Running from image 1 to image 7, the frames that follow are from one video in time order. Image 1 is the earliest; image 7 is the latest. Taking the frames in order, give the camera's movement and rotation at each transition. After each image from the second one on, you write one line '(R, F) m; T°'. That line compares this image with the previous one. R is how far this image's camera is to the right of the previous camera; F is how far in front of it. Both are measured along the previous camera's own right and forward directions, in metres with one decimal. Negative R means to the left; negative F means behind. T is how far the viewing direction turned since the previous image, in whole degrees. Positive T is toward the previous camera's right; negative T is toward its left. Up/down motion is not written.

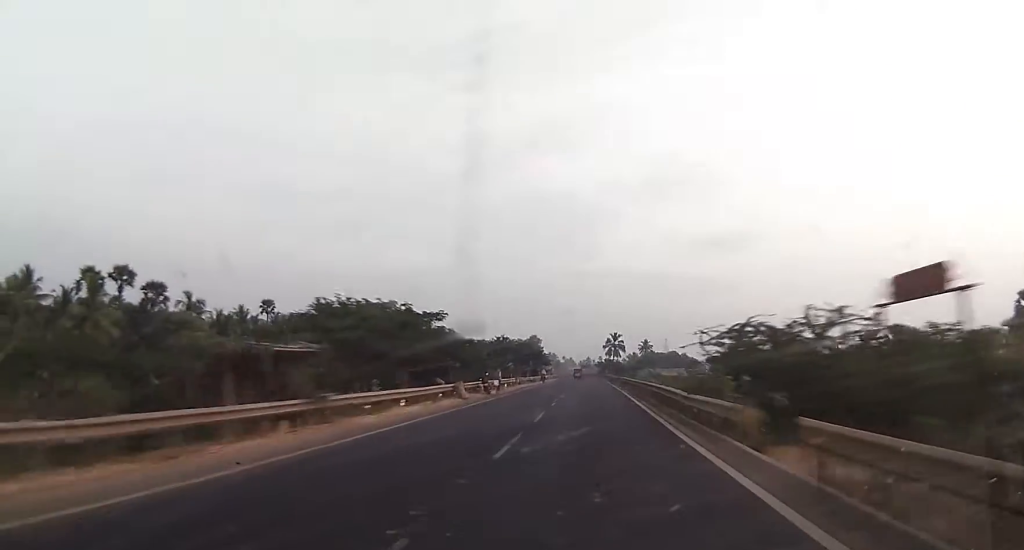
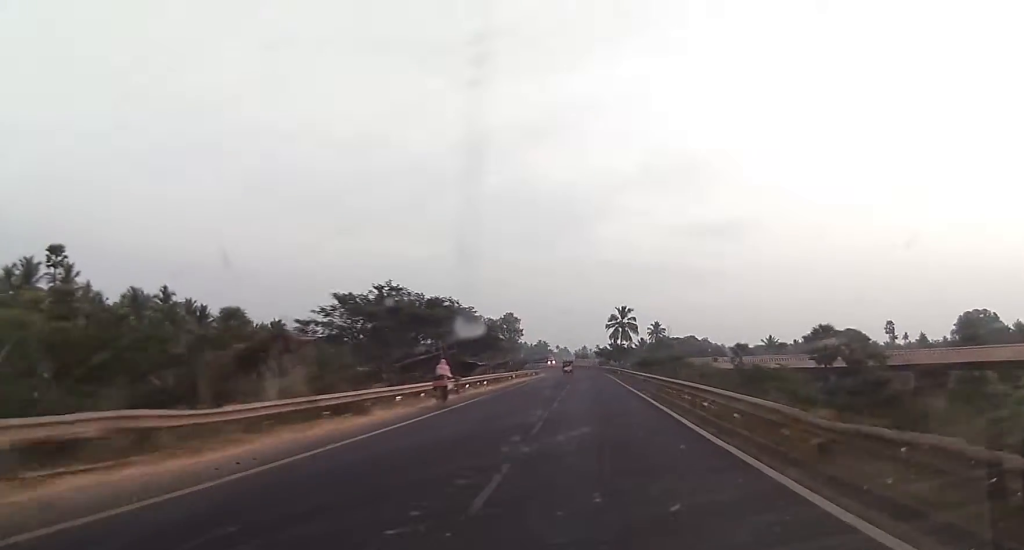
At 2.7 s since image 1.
(-1.0, +67.9) m; -1°
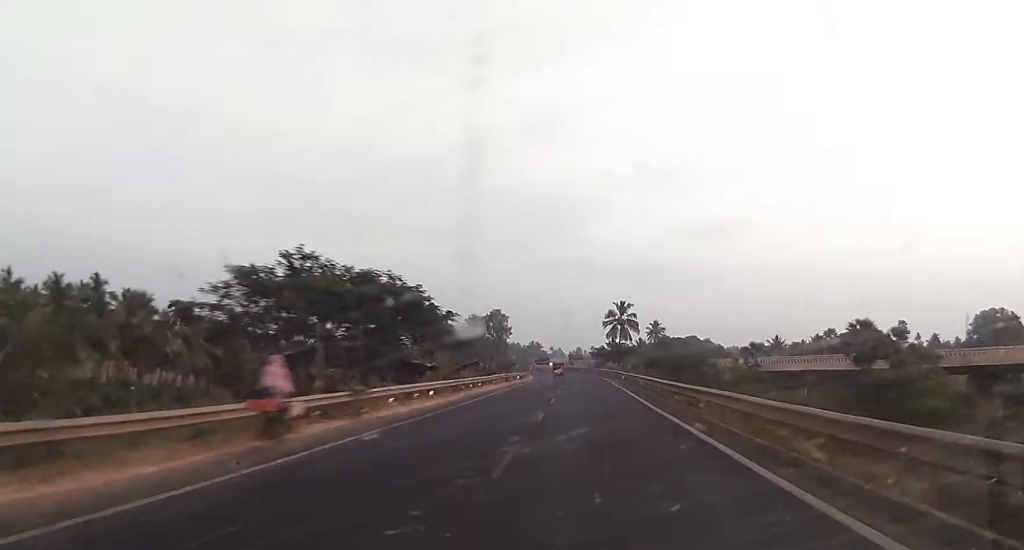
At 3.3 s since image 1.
(0.0, +16.4) m; 0°
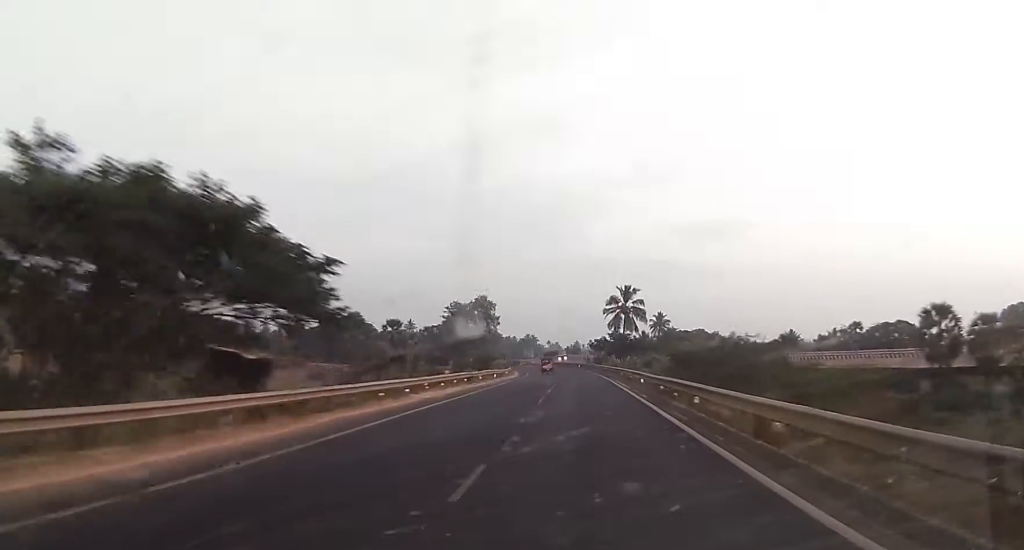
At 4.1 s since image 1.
(+0.1, +20.8) m; +1°
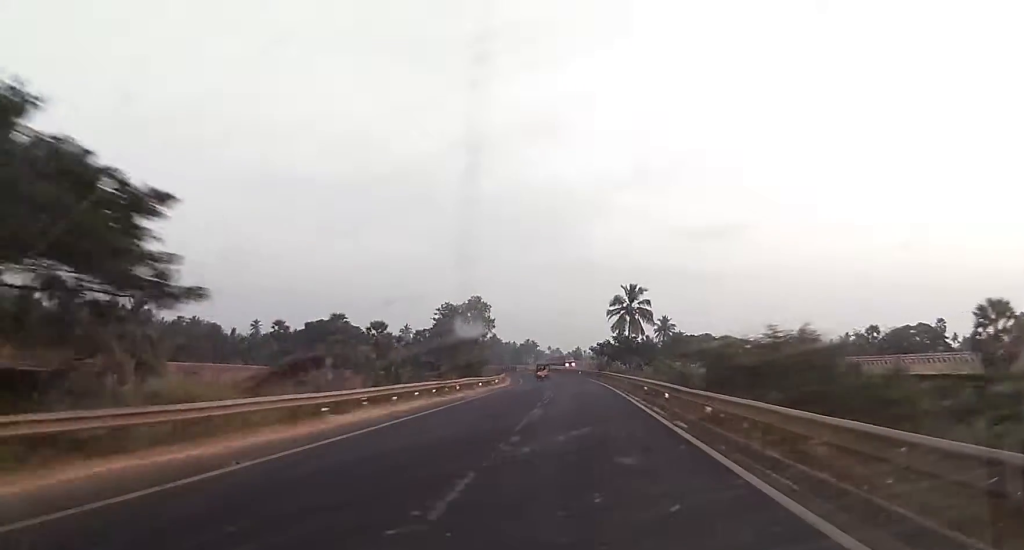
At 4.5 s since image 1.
(+0.1, +10.3) m; 0°
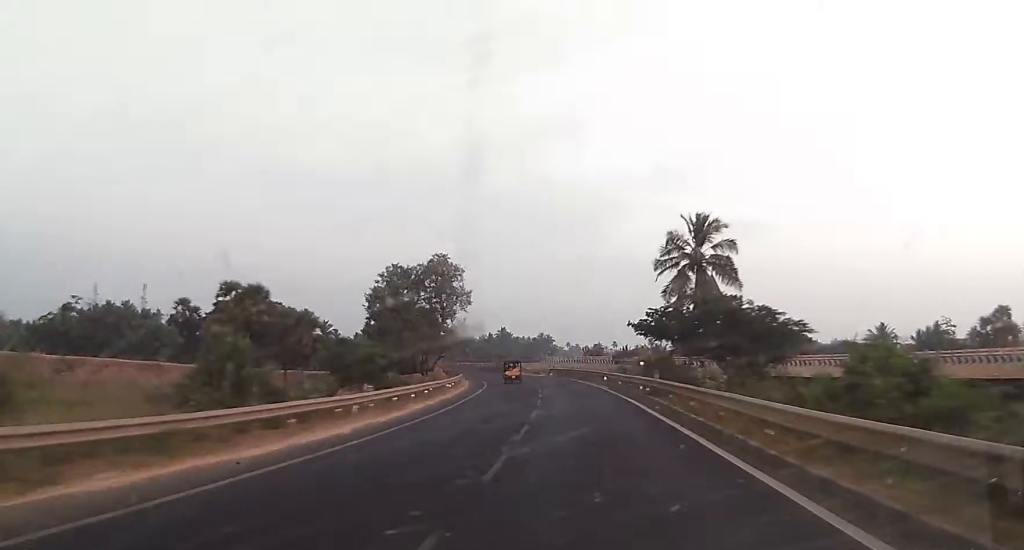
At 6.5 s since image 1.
(-0.7, +49.9) m; -2°
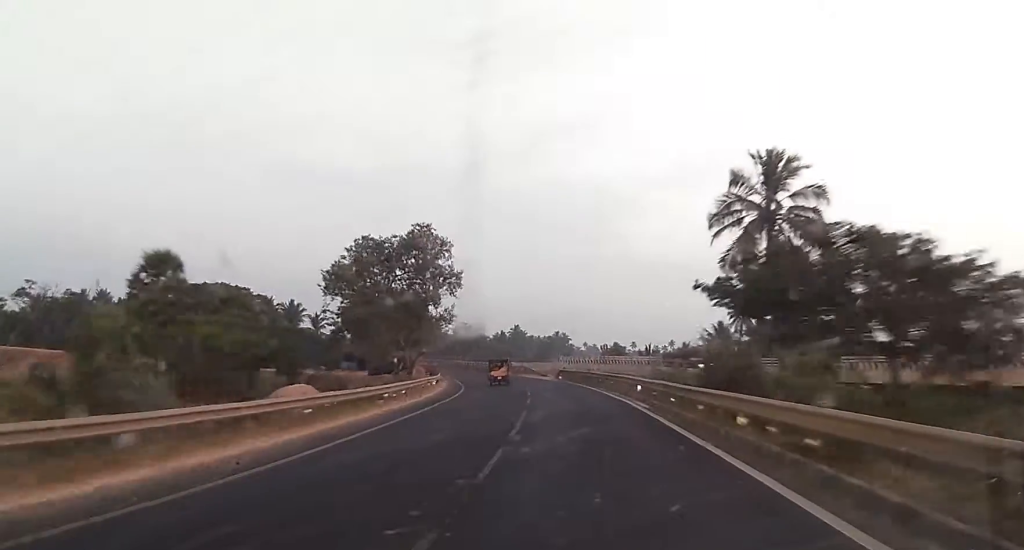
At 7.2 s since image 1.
(-0.1, +18.3) m; -1°
